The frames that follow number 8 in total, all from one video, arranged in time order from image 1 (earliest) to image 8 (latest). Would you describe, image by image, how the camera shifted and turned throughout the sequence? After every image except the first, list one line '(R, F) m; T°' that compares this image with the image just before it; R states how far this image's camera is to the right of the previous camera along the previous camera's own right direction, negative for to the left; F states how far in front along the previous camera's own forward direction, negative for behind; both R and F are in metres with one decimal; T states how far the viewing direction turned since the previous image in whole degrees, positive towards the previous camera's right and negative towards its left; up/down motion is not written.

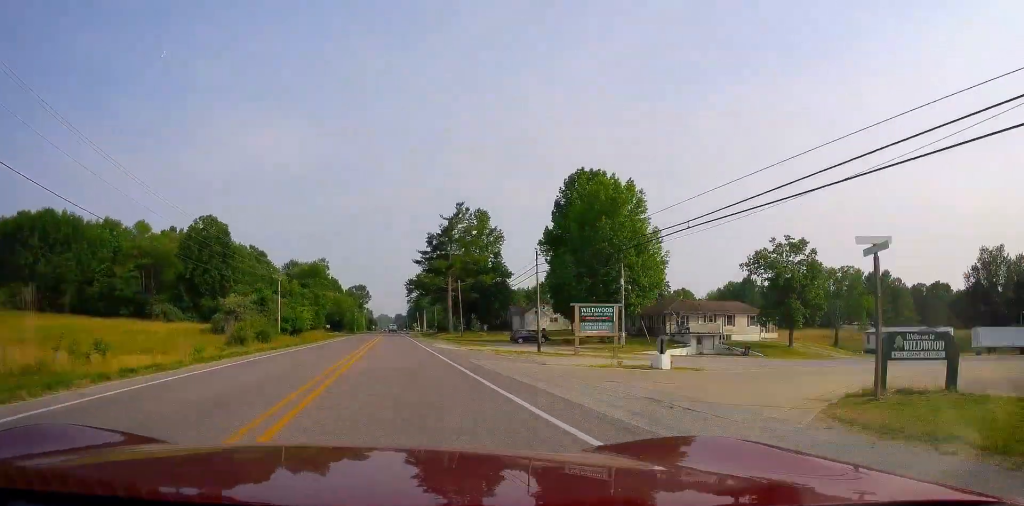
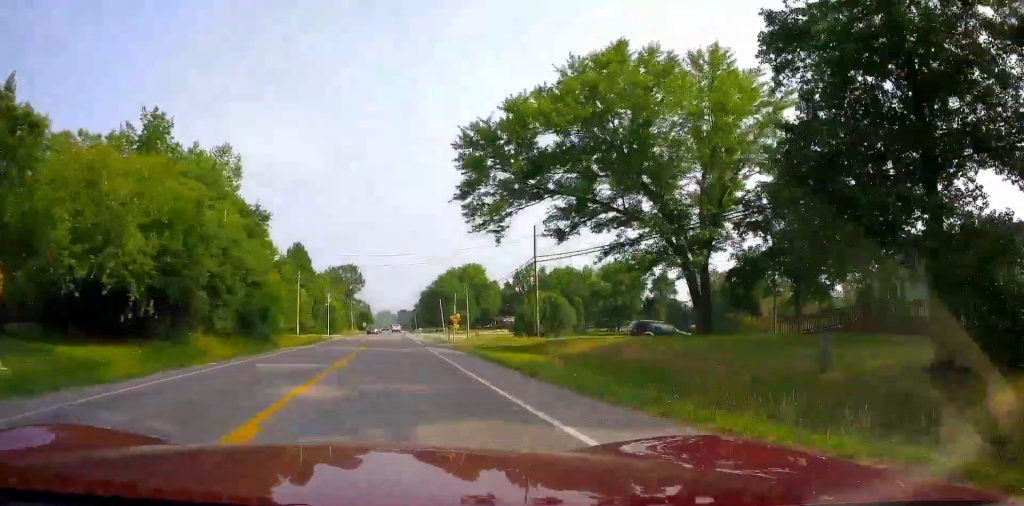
(+0.7, +100.4) m; +1°
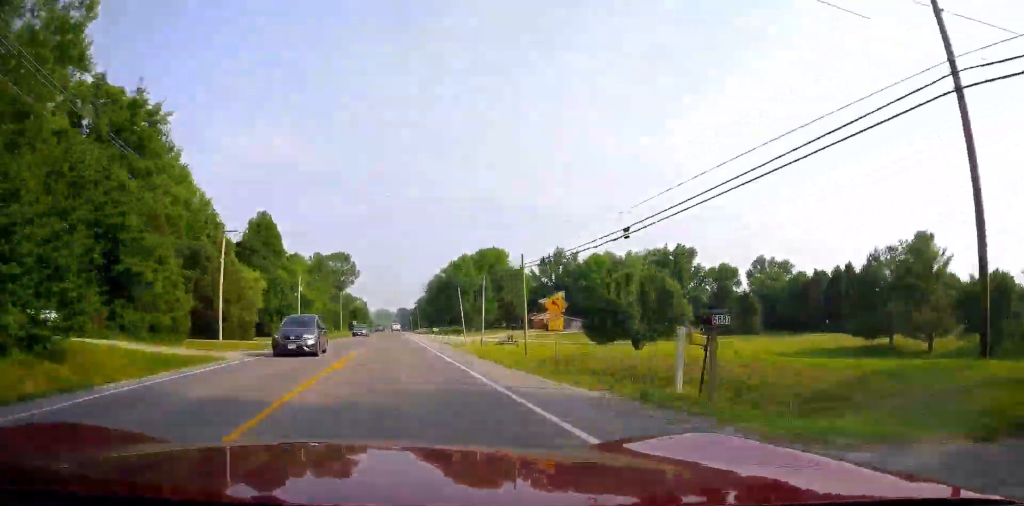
(+0.1, +38.1) m; 0°
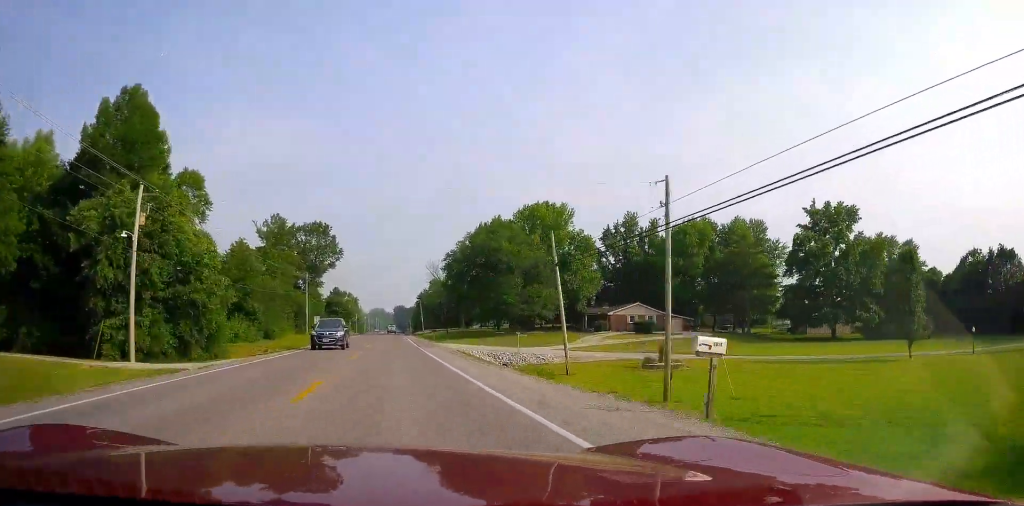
(-0.5, +55.5) m; -1°
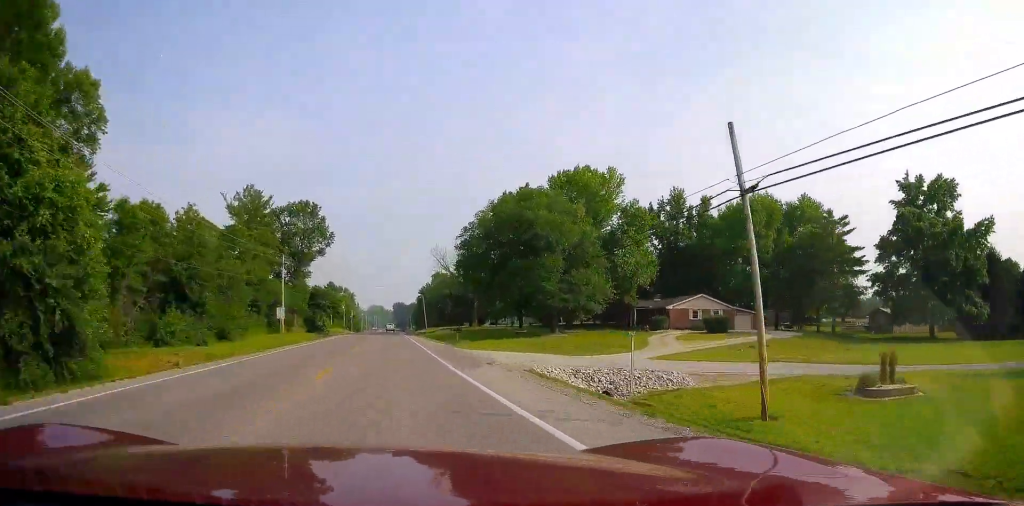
(-0.1, +20.8) m; 0°
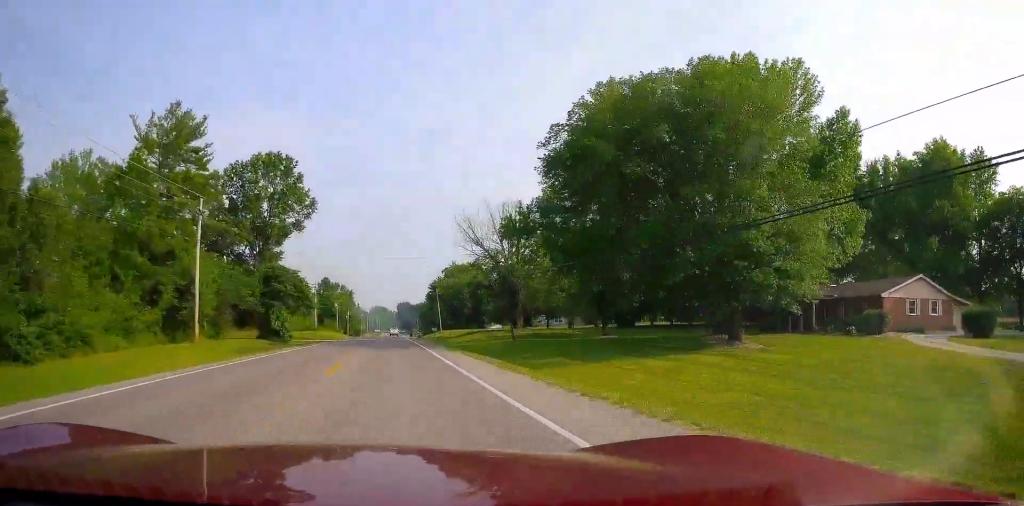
(-0.3, +35.3) m; +1°
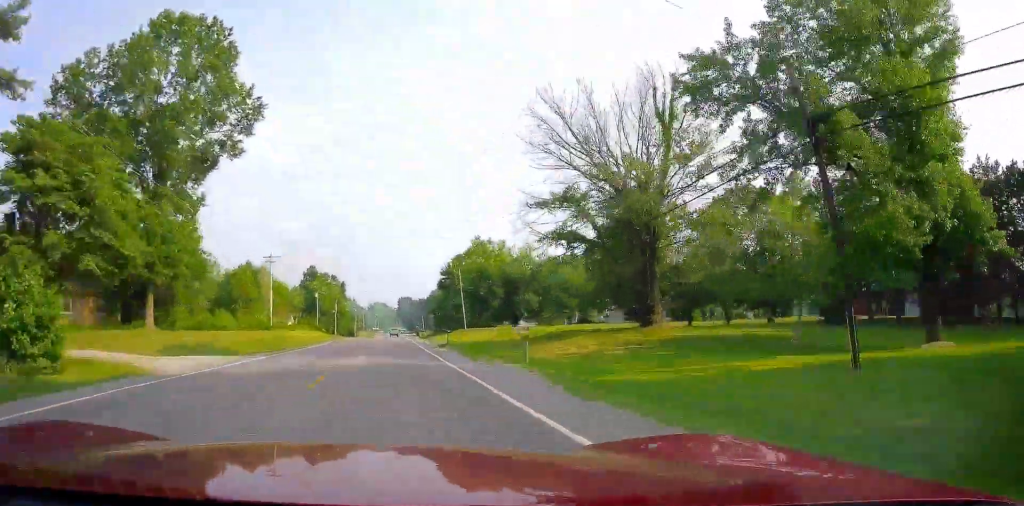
(+0.8, +39.2) m; 0°
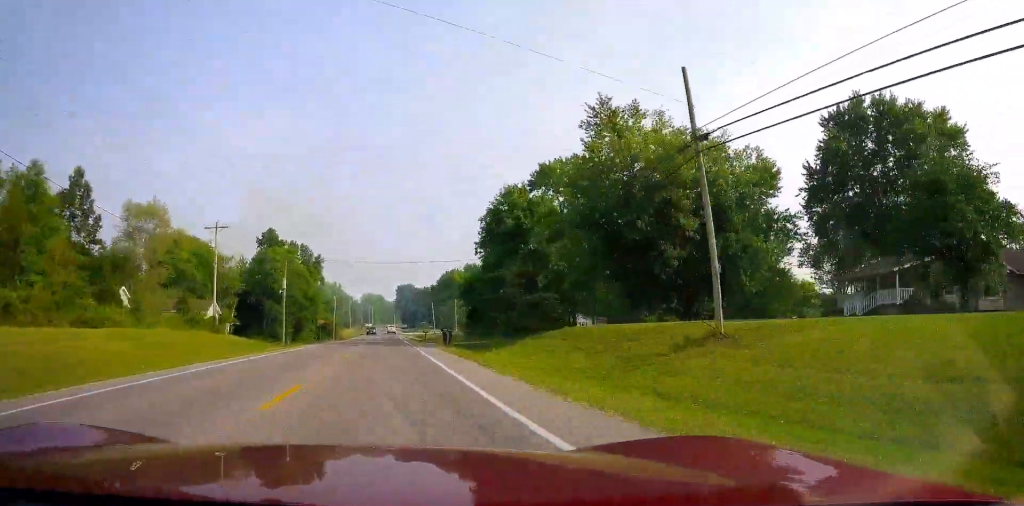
(-0.4, +63.3) m; 0°
